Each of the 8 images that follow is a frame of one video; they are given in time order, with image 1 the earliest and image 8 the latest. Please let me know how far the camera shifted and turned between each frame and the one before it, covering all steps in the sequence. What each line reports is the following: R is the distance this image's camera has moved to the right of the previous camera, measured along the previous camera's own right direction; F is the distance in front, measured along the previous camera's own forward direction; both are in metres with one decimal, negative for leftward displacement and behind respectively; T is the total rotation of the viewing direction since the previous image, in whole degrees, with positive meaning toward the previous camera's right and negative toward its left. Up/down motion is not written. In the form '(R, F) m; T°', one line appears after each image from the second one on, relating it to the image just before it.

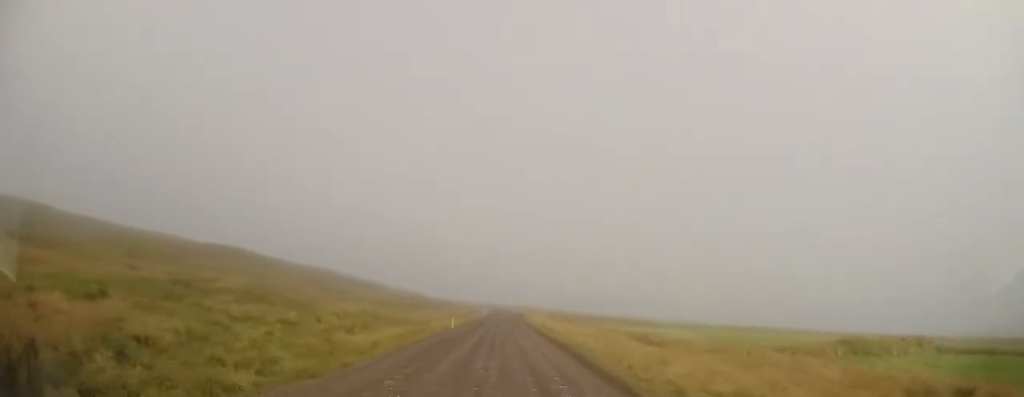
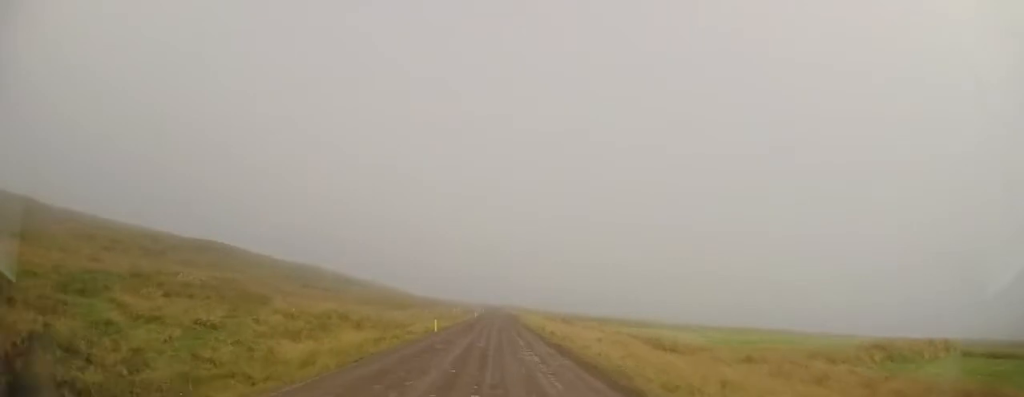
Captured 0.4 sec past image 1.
(0.0, +5.7) m; 0°
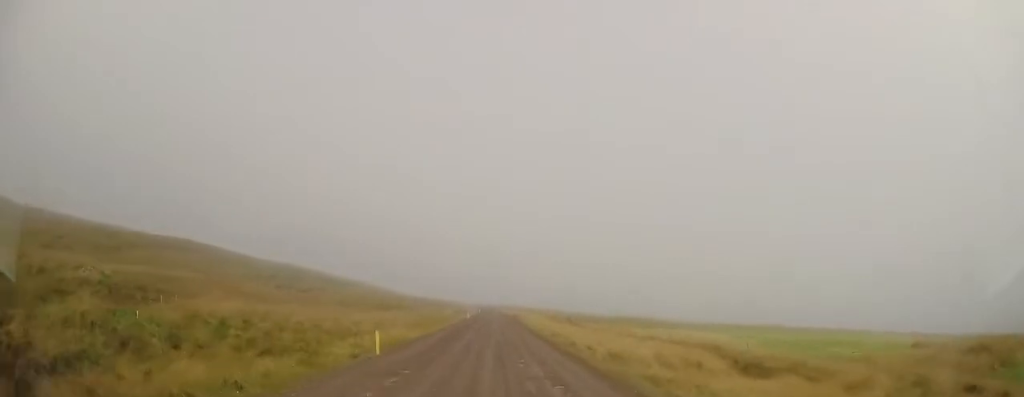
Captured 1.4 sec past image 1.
(0.0, +12.8) m; +1°
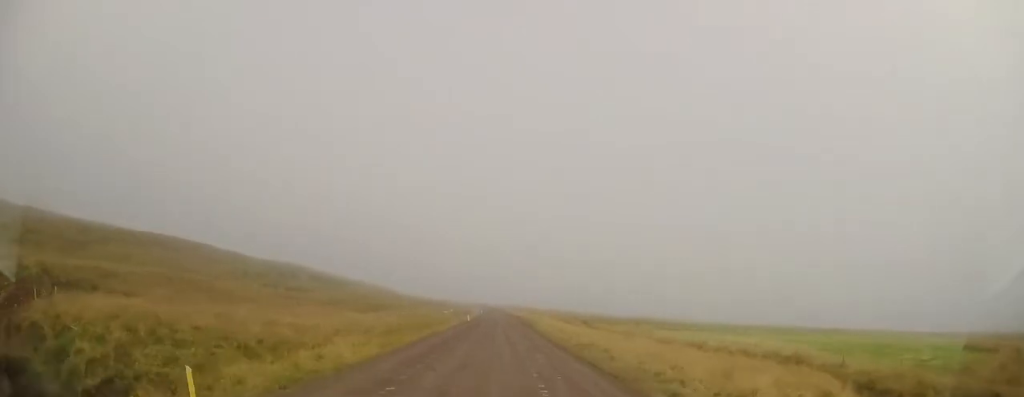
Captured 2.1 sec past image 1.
(0.0, +9.2) m; +1°
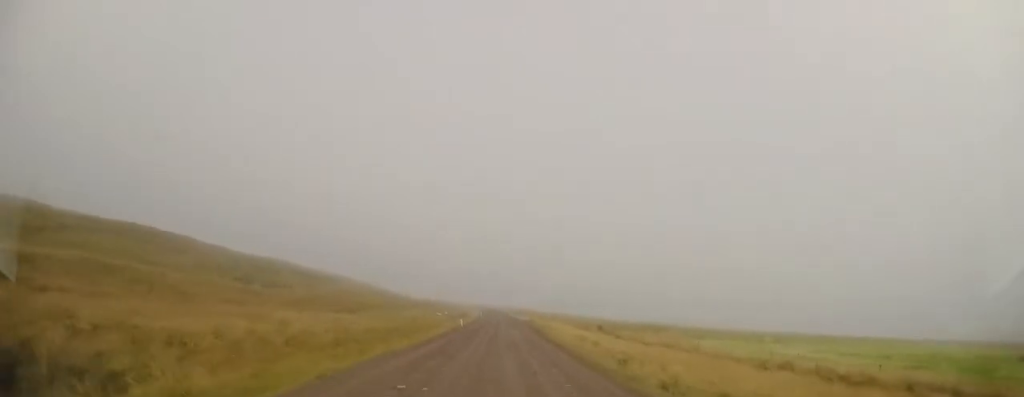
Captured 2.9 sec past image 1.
(+0.4, +10.9) m; +1°
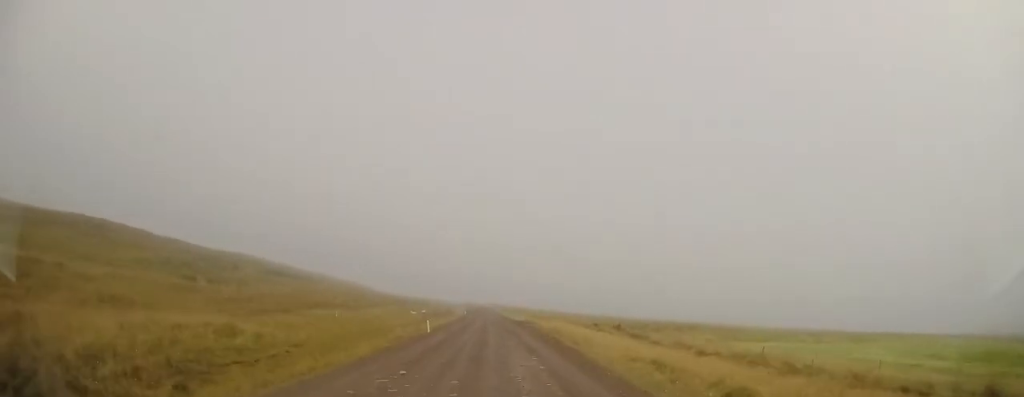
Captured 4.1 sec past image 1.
(-0.1, +14.8) m; +1°
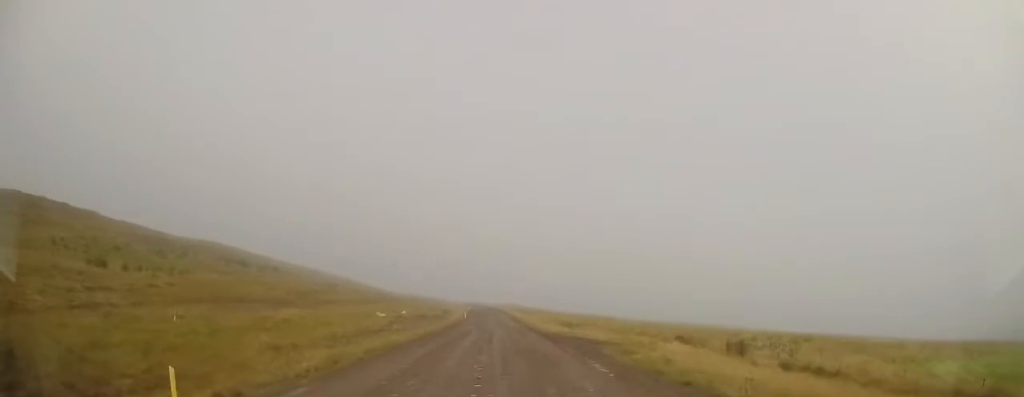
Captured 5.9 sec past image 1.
(+0.4, +23.5) m; 0°
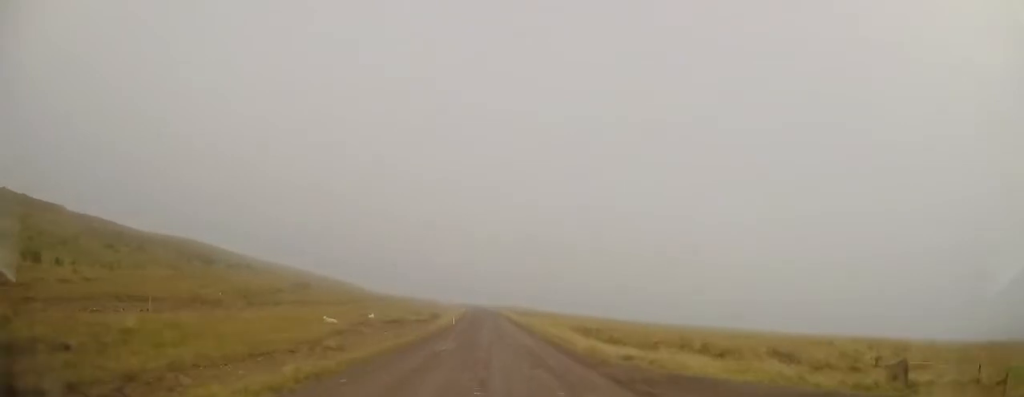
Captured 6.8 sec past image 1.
(-0.1, +12.8) m; 0°
